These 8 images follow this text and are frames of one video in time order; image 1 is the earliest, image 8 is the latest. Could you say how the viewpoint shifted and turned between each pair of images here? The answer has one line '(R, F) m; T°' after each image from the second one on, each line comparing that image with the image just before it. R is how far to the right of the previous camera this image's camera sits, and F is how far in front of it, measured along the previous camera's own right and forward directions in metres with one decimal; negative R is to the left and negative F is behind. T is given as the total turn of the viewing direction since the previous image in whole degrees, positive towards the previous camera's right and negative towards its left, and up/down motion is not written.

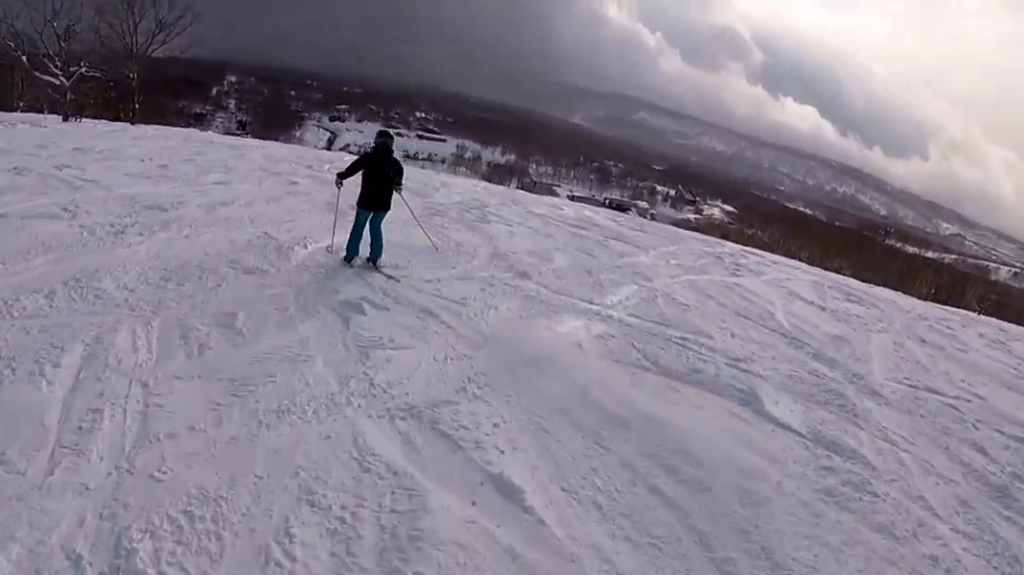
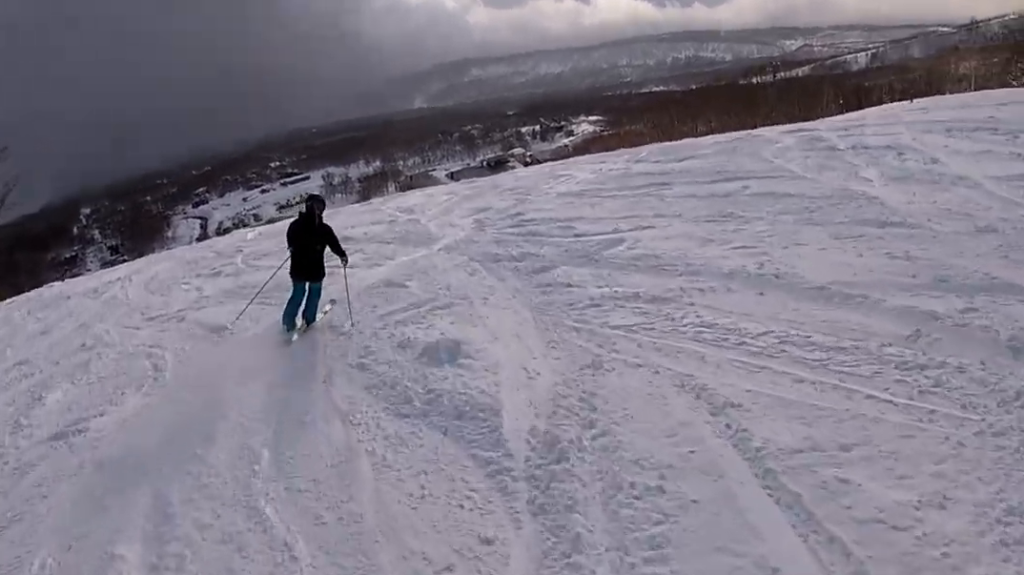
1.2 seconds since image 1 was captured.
(-2.0, +8.5) m; -8°
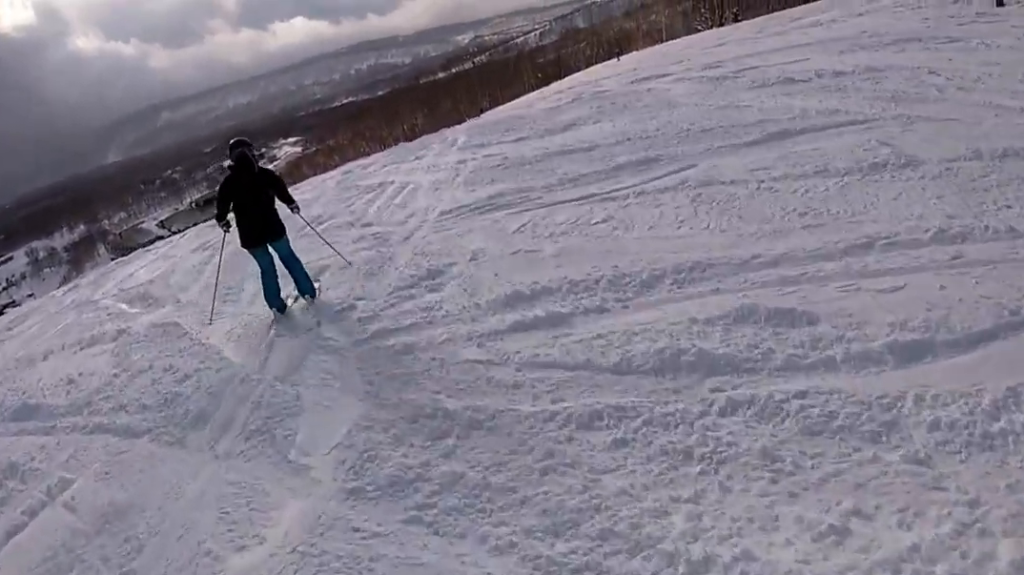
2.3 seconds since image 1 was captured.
(+1.0, +7.0) m; +13°
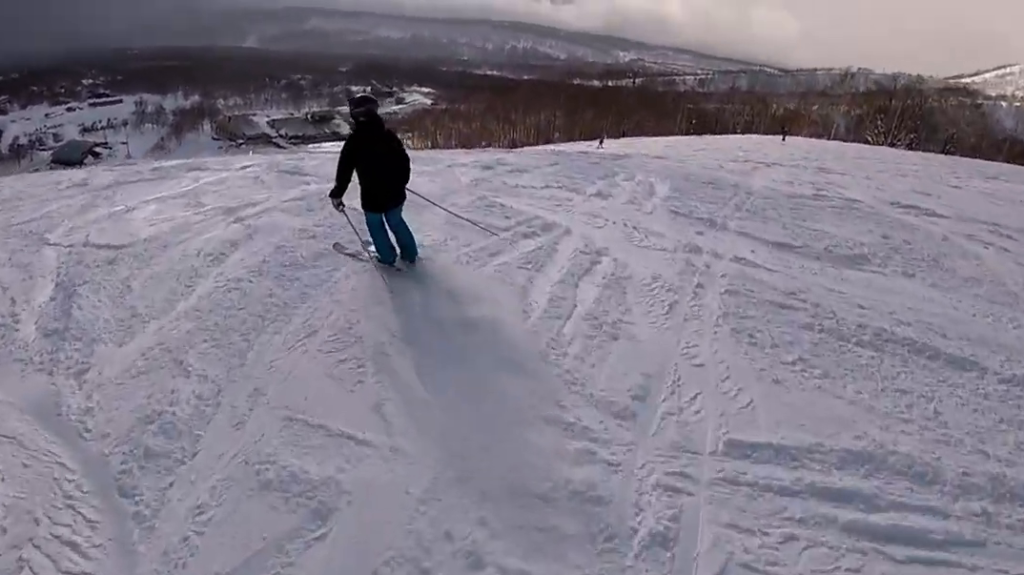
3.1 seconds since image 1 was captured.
(+0.7, +4.3) m; -1°
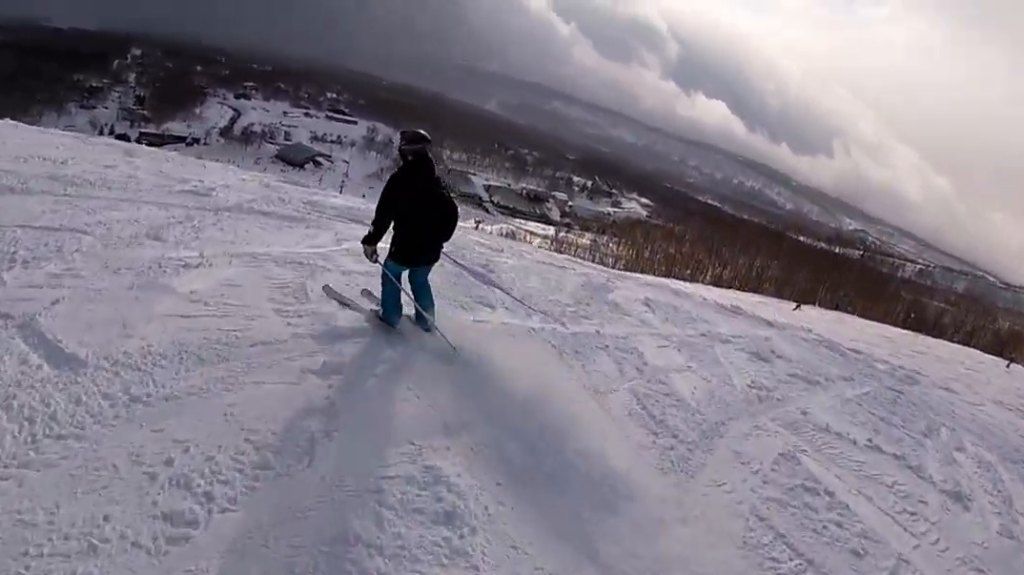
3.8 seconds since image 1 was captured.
(-1.2, +4.0) m; -7°
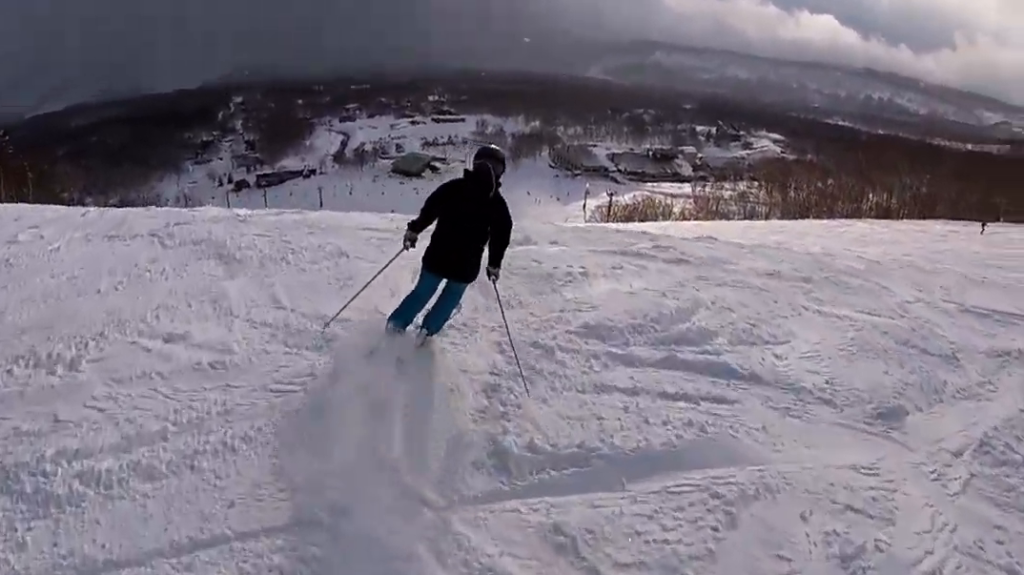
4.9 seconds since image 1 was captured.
(+0.7, +6.3) m; +5°
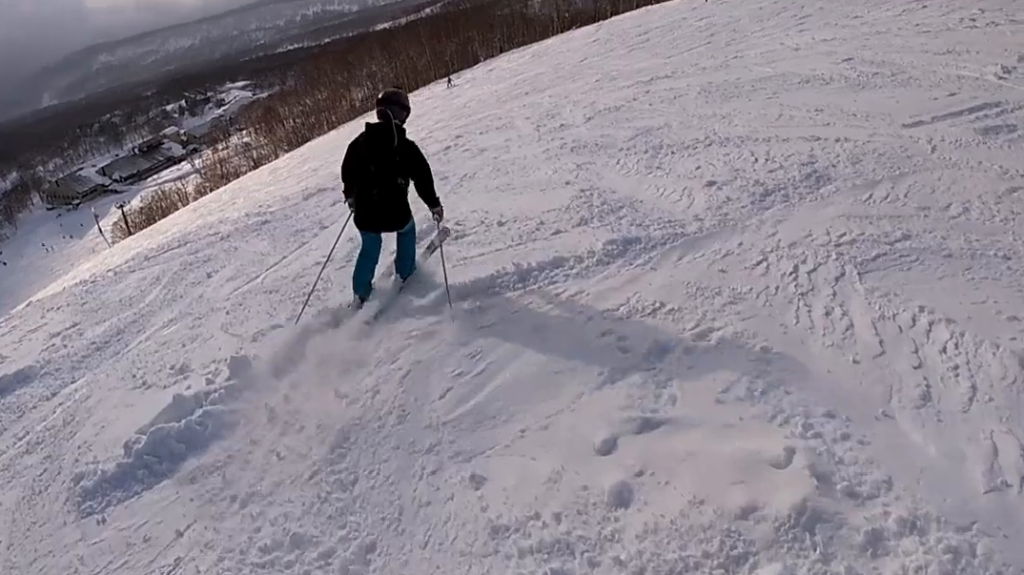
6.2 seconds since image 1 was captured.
(+0.5, +5.7) m; +24°
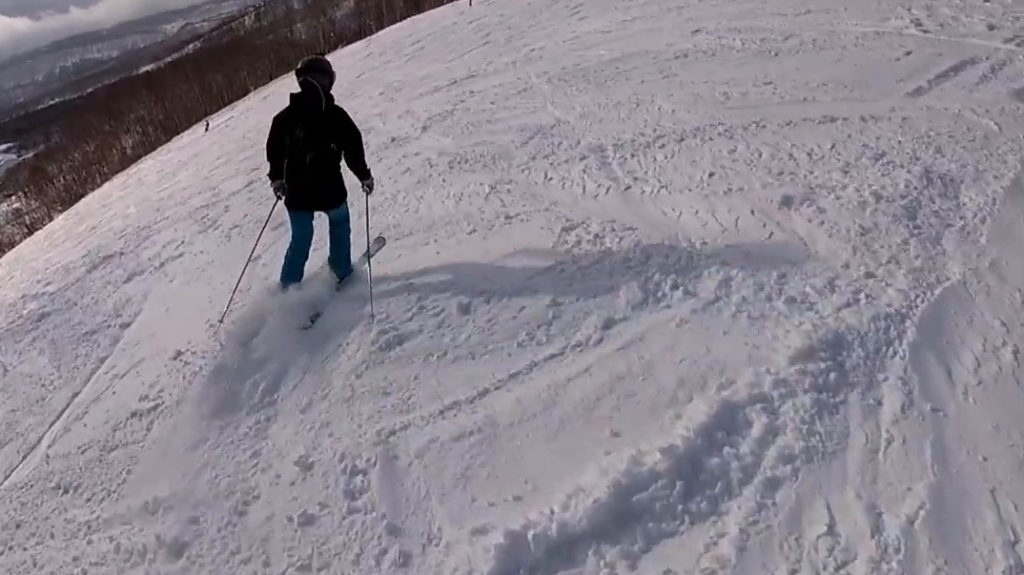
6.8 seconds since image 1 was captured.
(+0.6, +2.5) m; +14°
